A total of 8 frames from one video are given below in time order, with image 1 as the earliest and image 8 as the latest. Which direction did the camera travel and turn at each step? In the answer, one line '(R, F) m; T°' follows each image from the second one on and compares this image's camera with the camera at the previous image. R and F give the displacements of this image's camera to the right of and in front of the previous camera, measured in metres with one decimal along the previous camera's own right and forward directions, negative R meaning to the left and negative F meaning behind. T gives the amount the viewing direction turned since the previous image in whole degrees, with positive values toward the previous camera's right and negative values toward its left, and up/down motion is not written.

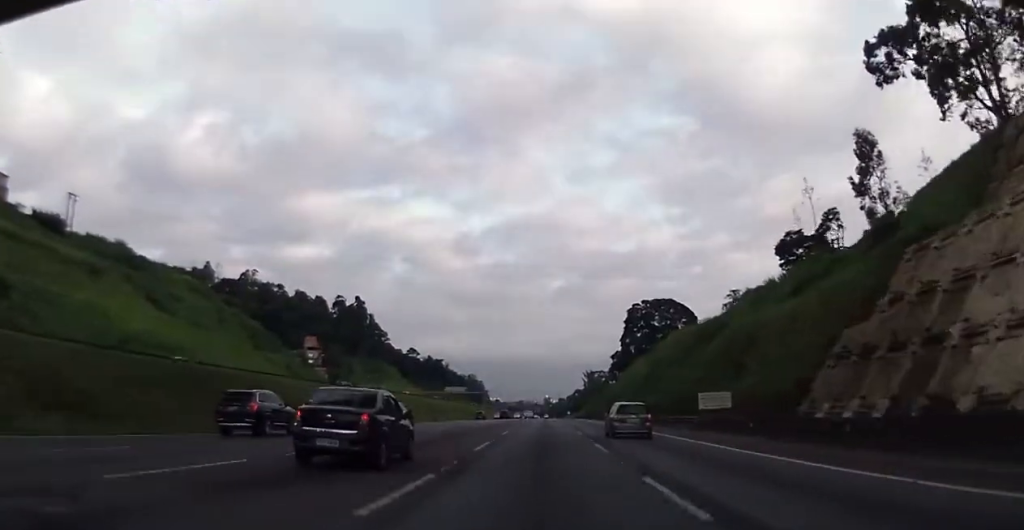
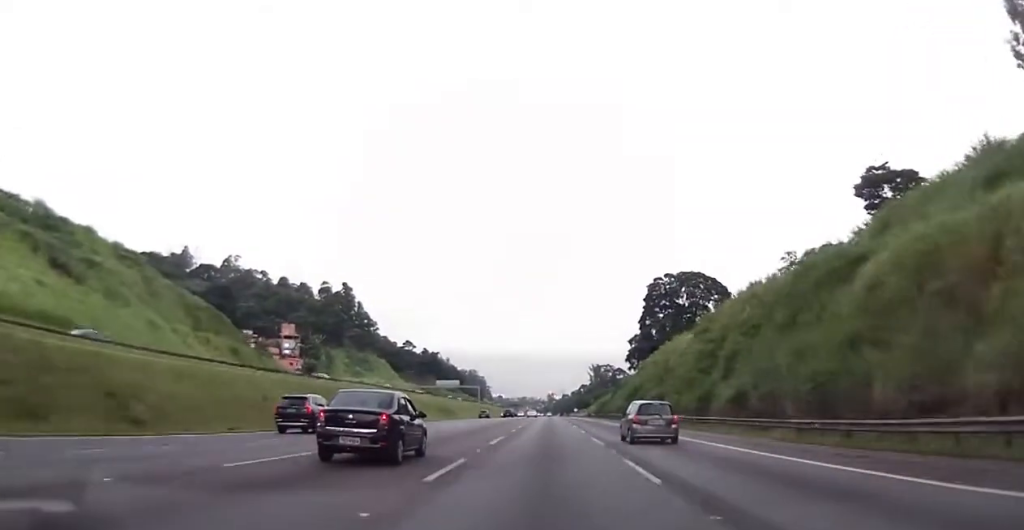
(-0.3, +32.6) m; 0°
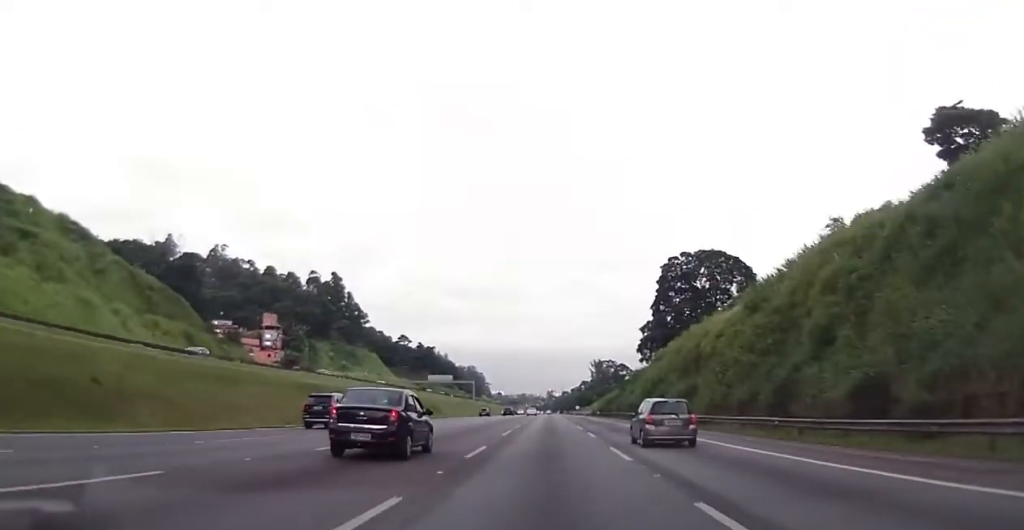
(-0.1, +19.4) m; +1°
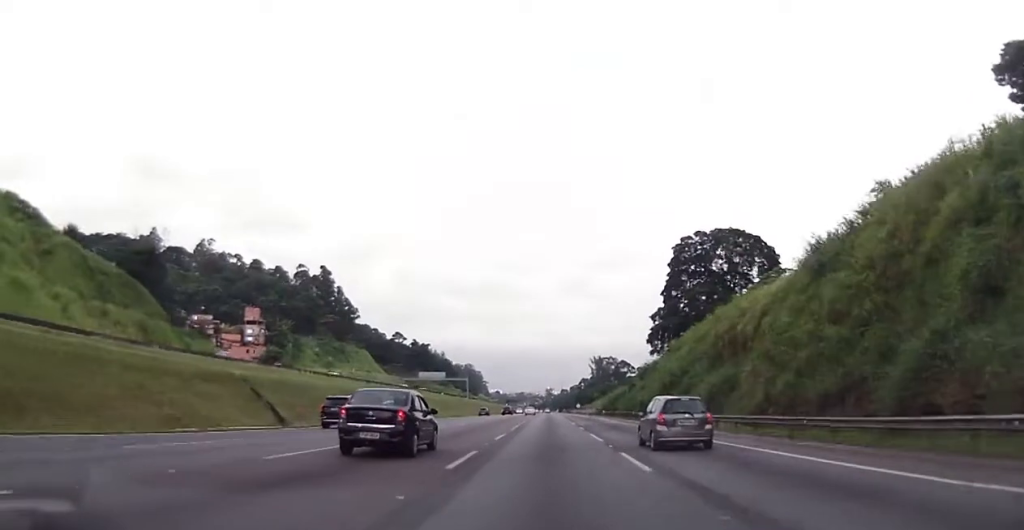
(+0.3, +15.3) m; 0°
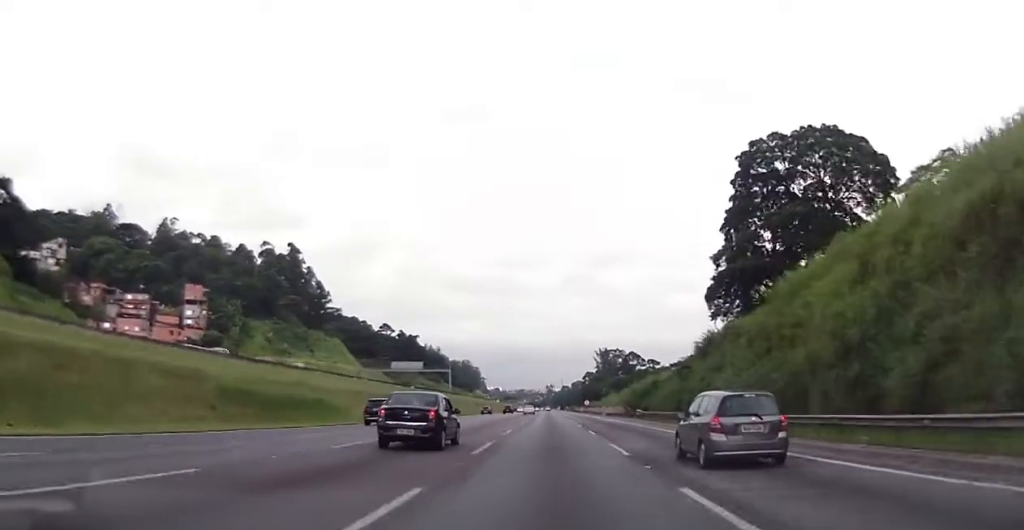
(-0.3, +44.8) m; 0°
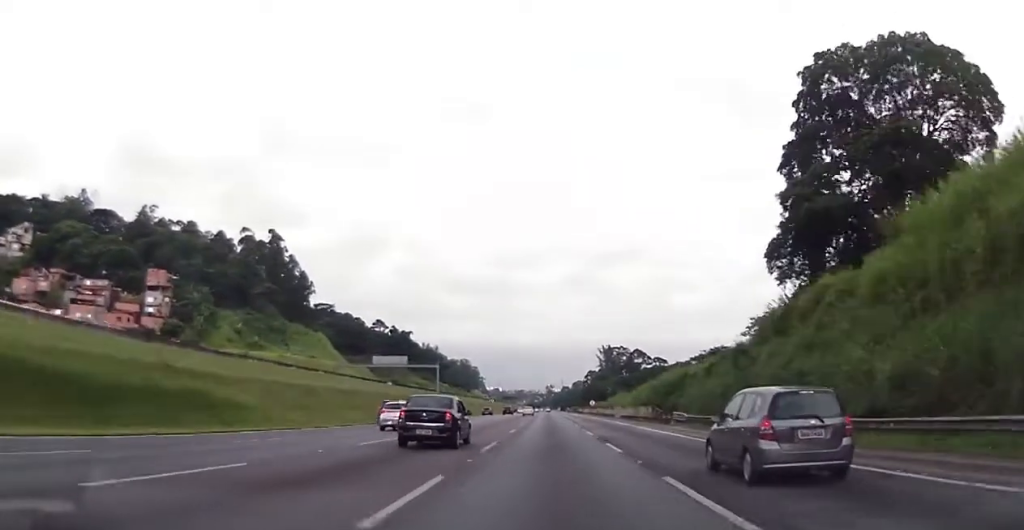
(+0.4, +22.2) m; 0°
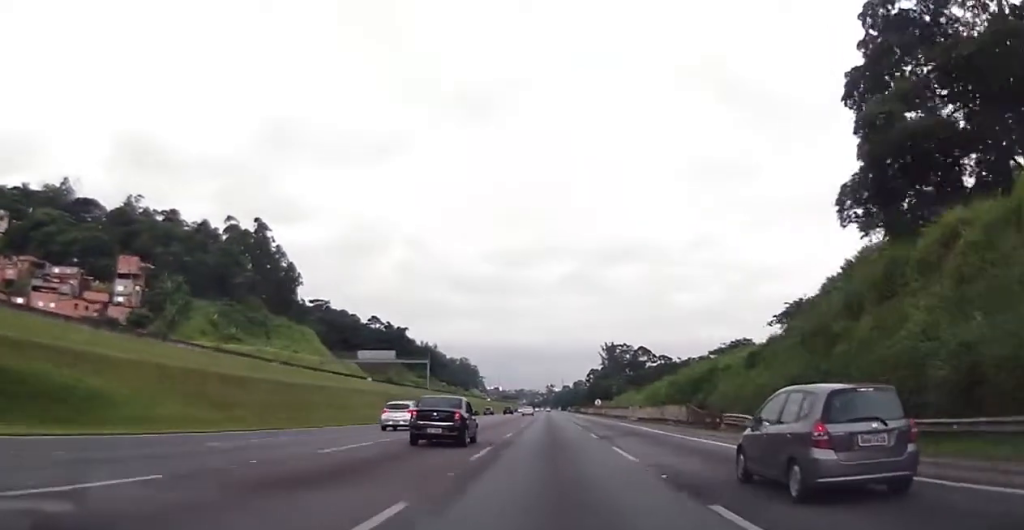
(0.0, +15.1) m; 0°
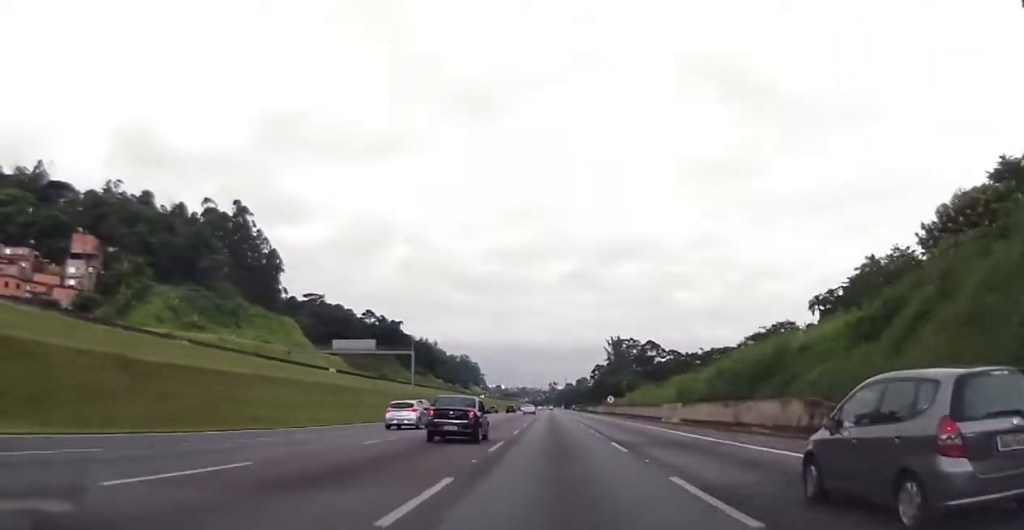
(-0.3, +21.2) m; -1°
